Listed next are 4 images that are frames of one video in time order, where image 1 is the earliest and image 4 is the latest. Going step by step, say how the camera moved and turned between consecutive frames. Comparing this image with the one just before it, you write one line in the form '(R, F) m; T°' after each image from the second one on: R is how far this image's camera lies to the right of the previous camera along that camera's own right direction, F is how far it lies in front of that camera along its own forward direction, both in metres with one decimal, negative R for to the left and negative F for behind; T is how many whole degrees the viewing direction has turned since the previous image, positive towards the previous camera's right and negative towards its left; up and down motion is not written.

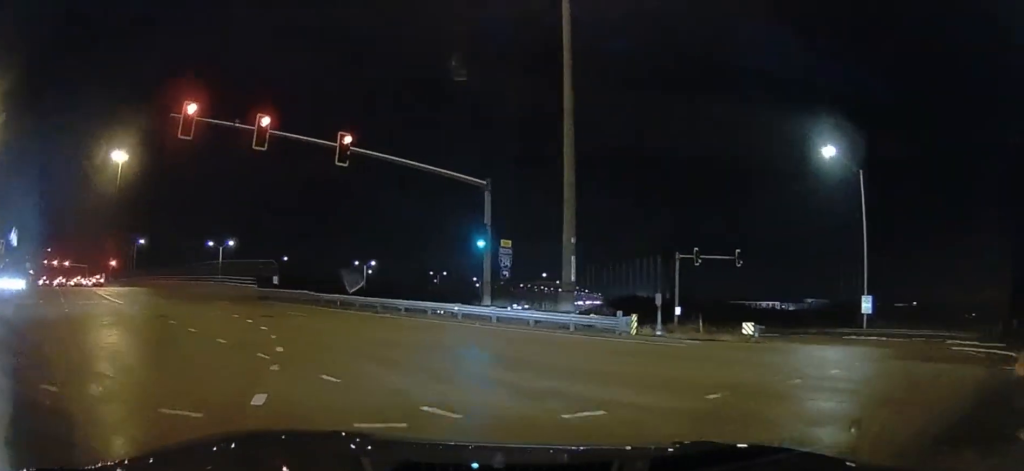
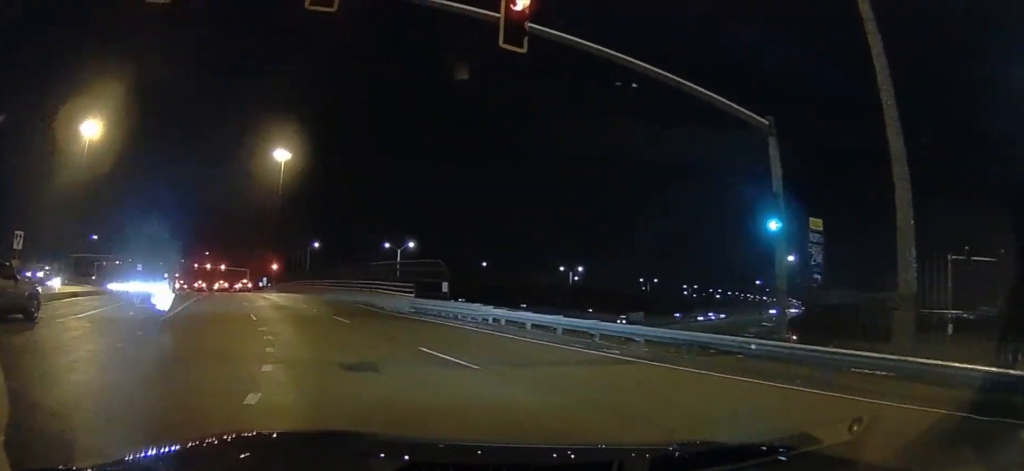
(-1.0, +11.2) m; -23°
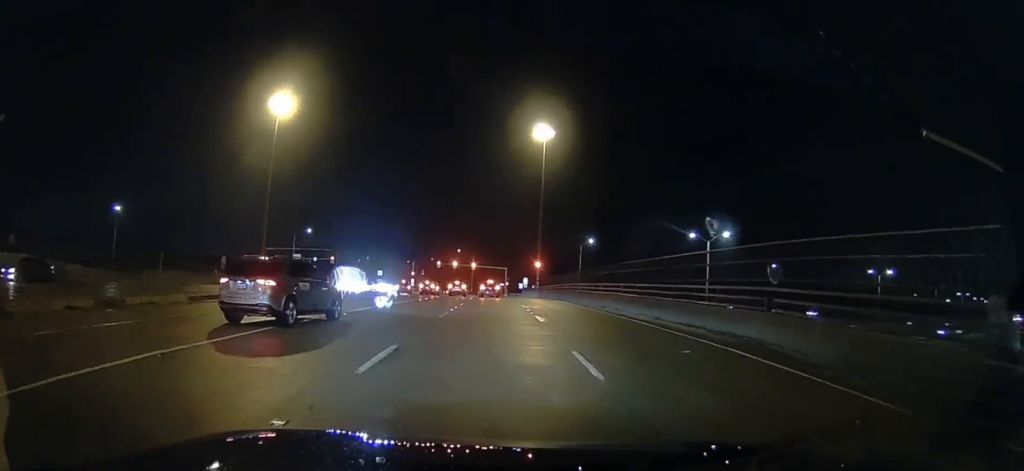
(-9.0, +20.0) m; -30°
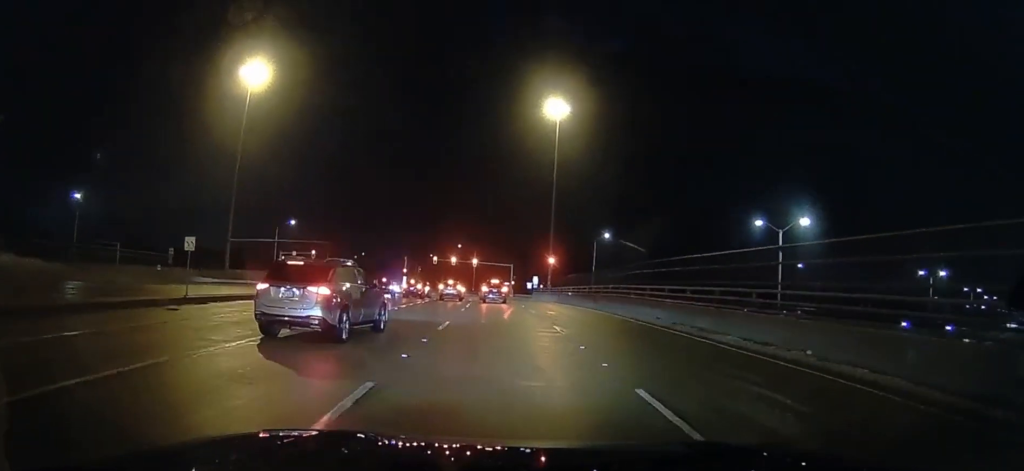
(0.0, +16.1) m; 0°
